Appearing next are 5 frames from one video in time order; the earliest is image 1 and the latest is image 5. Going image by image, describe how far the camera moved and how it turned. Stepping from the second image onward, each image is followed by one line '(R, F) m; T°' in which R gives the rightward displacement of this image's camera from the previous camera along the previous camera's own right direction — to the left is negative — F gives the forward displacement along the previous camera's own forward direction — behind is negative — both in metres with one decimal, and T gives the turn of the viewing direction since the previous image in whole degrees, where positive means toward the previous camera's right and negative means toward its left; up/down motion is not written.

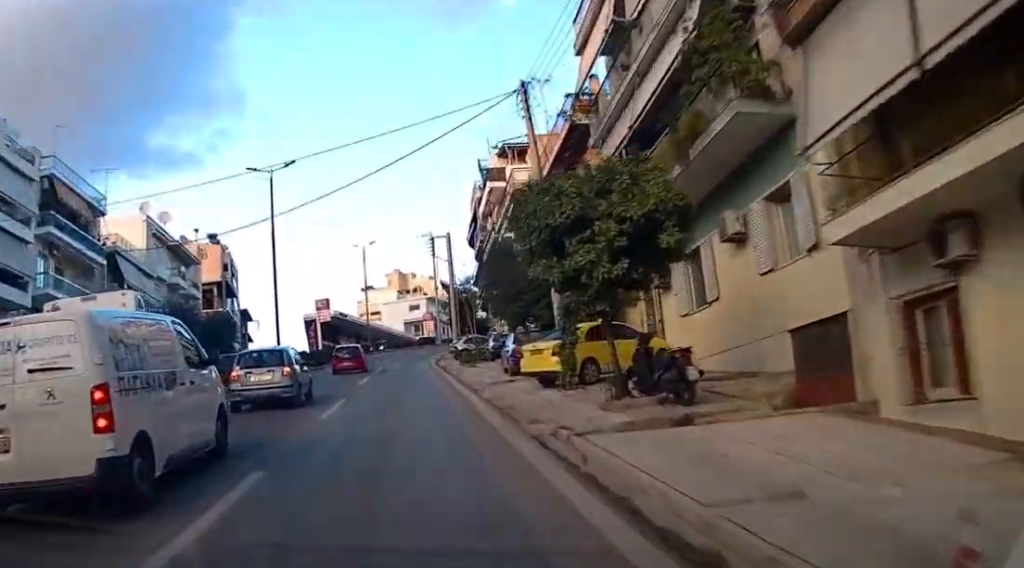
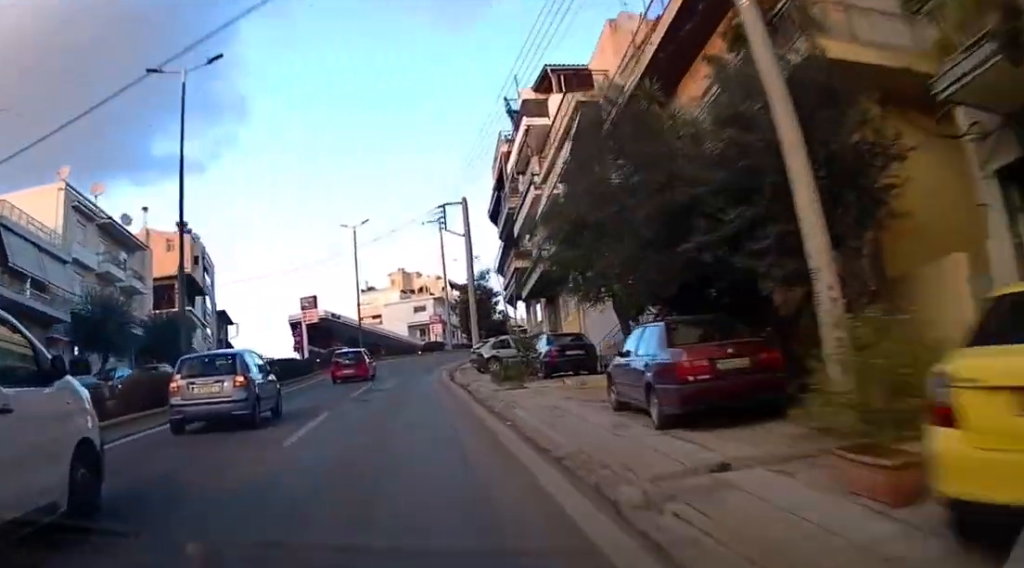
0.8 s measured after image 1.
(0.0, +15.5) m; -1°
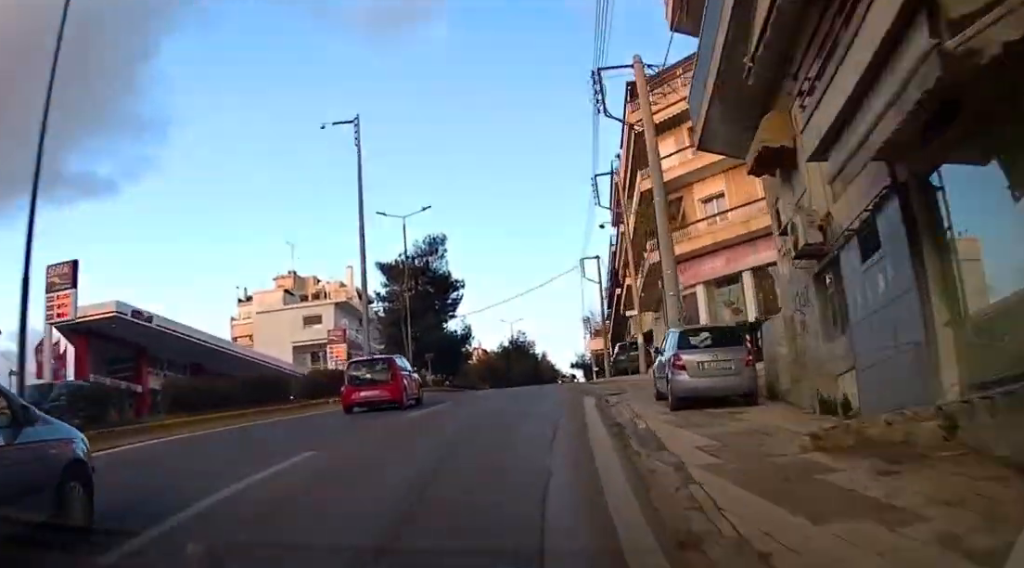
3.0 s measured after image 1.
(-0.7, +45.2) m; 0°
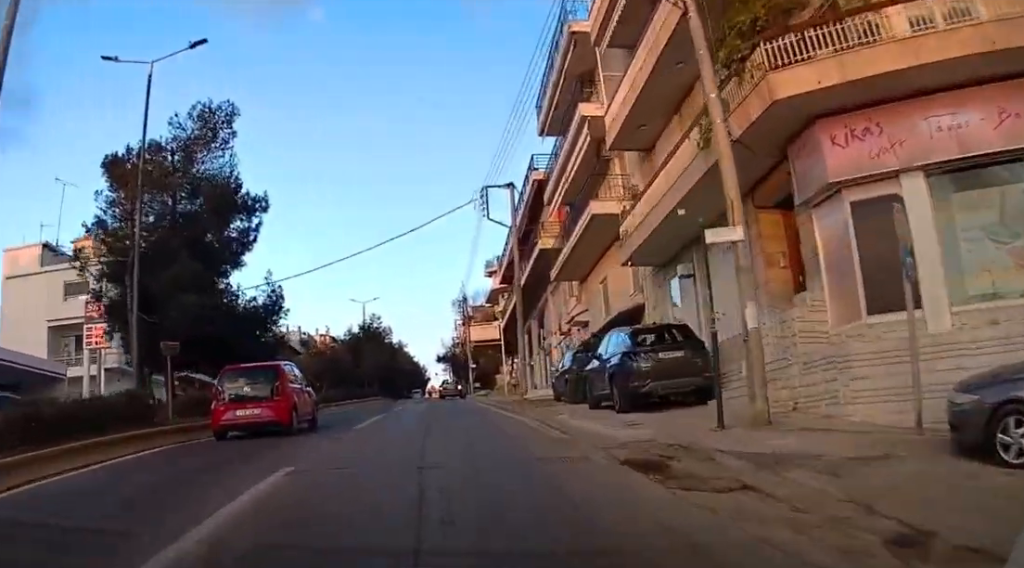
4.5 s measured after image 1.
(+1.7, +28.1) m; +10°
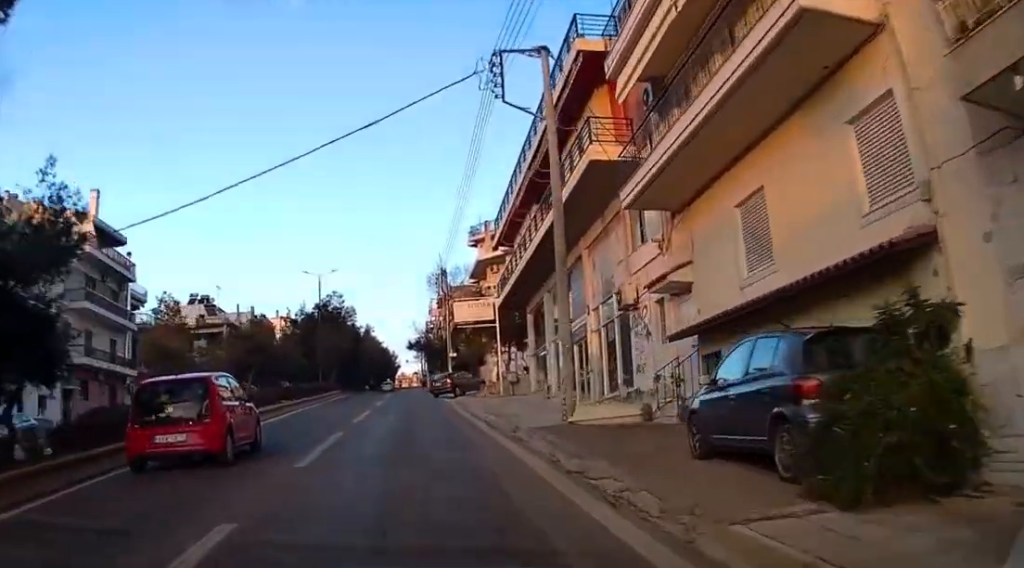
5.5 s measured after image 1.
(+0.9, +14.7) m; +6°
